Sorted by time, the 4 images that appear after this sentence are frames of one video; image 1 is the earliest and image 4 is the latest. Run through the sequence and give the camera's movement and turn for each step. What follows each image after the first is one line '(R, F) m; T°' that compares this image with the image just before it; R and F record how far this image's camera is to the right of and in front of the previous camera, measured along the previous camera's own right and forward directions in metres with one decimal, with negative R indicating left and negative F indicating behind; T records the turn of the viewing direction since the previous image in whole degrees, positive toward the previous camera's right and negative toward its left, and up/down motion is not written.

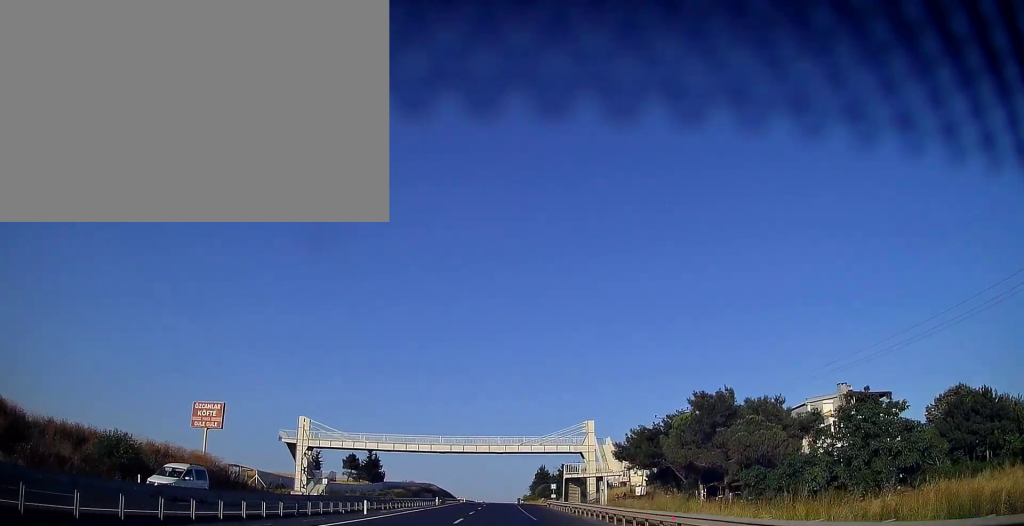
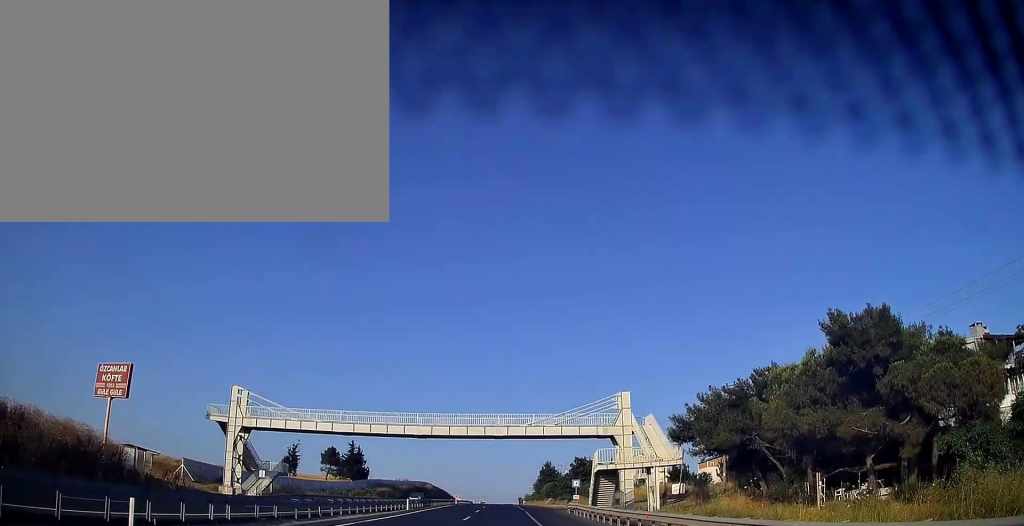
(0.0, +20.8) m; 0°
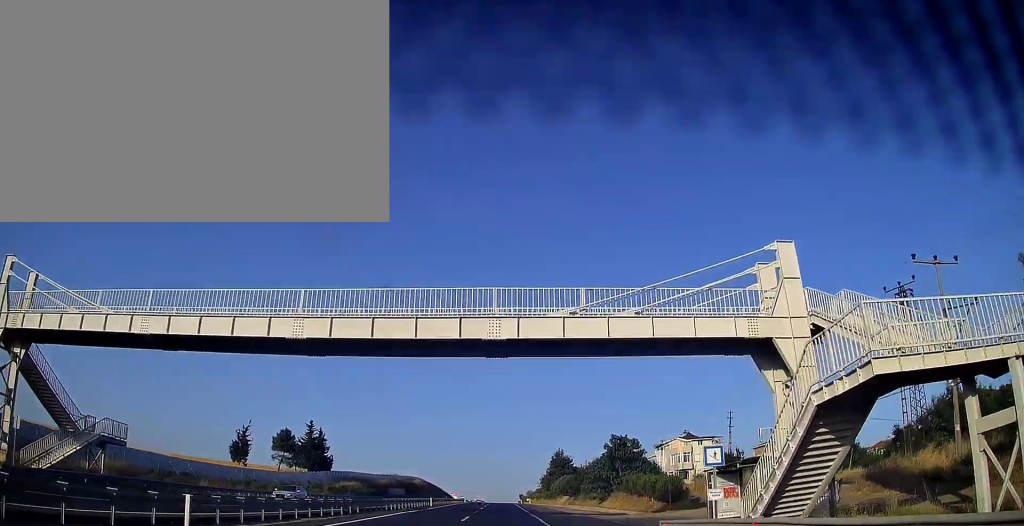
(+0.1, +31.2) m; 0°
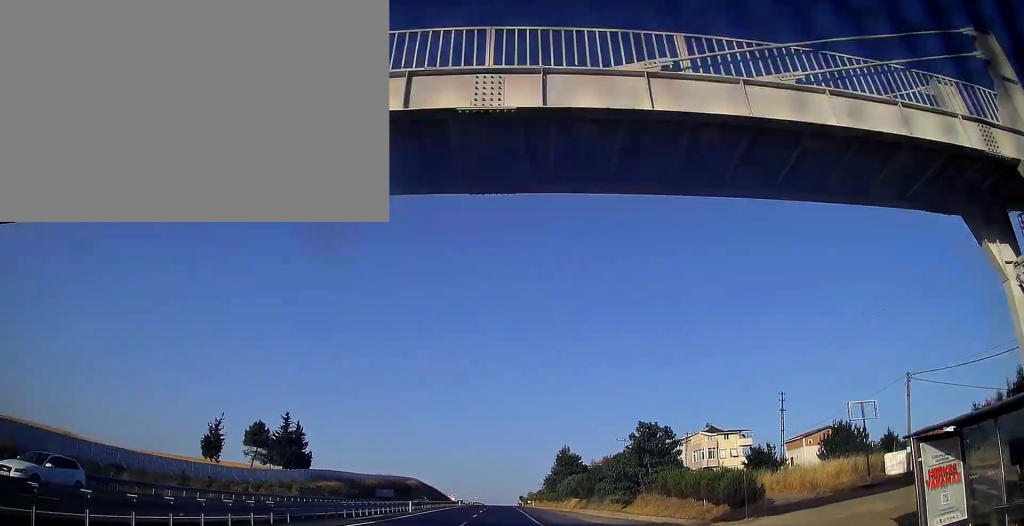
(-0.1, +13.7) m; 0°
